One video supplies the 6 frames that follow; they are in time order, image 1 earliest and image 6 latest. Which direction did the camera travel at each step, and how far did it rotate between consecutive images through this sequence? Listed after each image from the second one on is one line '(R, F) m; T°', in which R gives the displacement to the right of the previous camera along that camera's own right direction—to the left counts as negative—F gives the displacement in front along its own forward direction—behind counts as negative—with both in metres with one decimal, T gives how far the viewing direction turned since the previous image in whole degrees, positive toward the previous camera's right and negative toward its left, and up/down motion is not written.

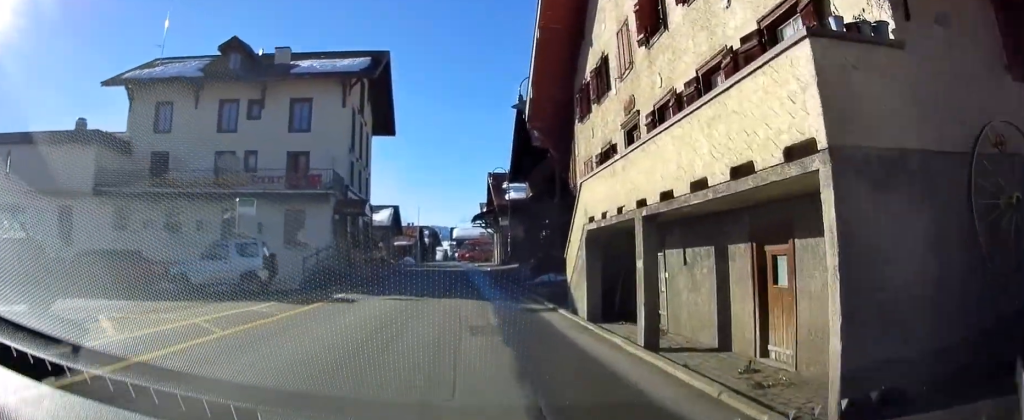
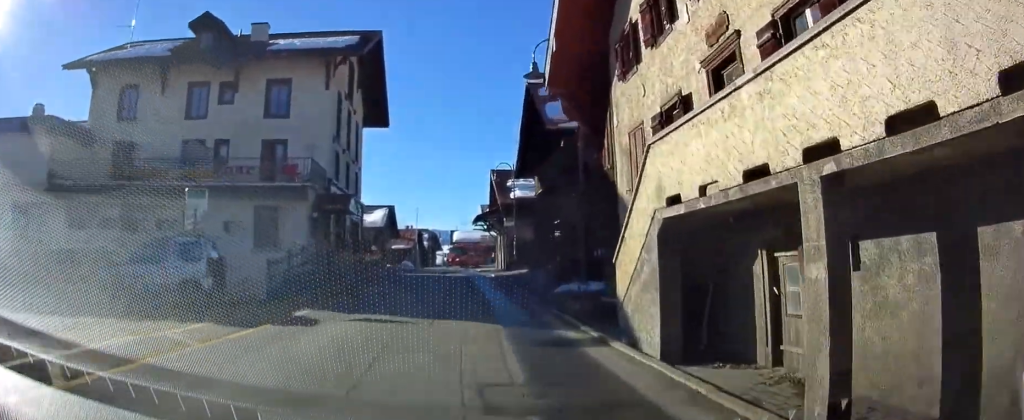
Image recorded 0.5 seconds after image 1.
(0.0, +4.3) m; -1°
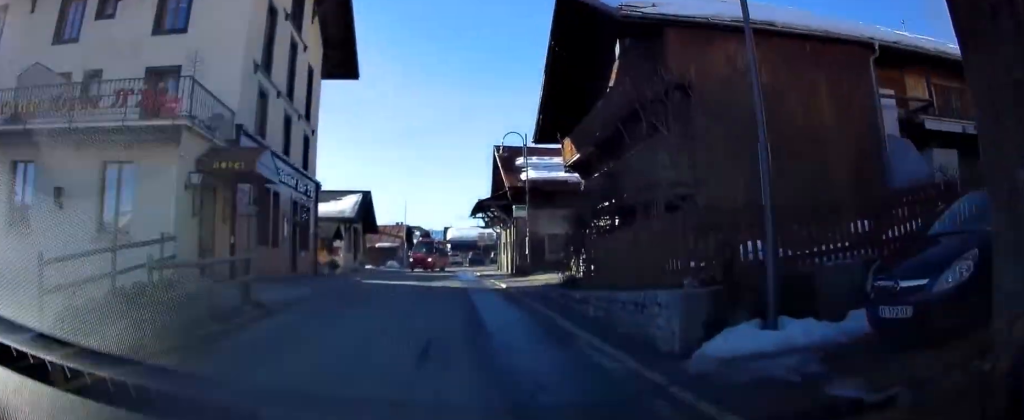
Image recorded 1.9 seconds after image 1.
(-0.2, +11.1) m; -2°
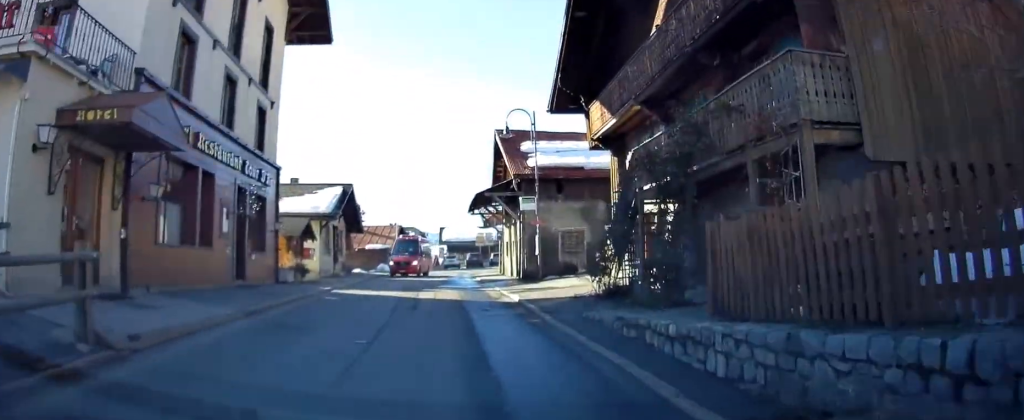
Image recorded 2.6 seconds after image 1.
(0.0, +5.7) m; -2°
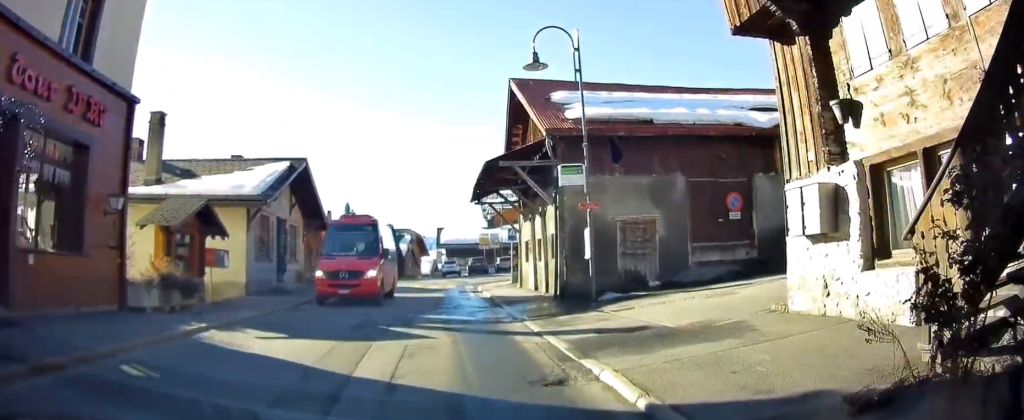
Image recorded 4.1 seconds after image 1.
(-0.2, +10.7) m; +2°
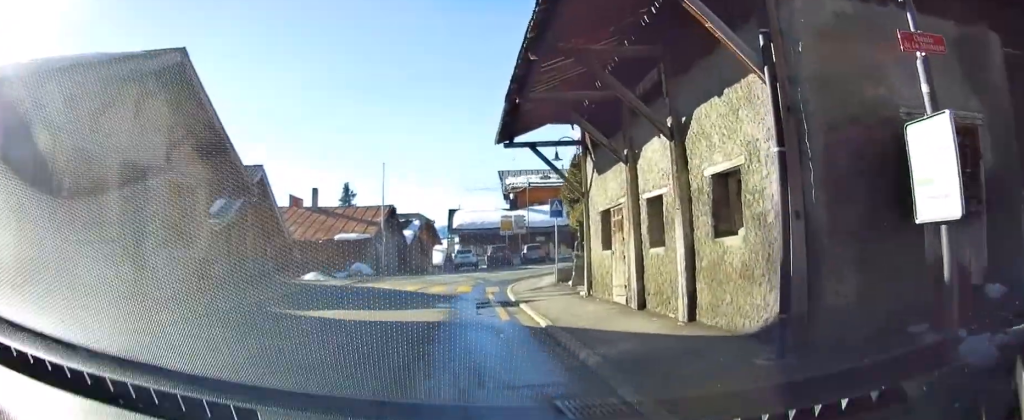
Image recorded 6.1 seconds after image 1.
(+0.4, +12.6) m; +1°
